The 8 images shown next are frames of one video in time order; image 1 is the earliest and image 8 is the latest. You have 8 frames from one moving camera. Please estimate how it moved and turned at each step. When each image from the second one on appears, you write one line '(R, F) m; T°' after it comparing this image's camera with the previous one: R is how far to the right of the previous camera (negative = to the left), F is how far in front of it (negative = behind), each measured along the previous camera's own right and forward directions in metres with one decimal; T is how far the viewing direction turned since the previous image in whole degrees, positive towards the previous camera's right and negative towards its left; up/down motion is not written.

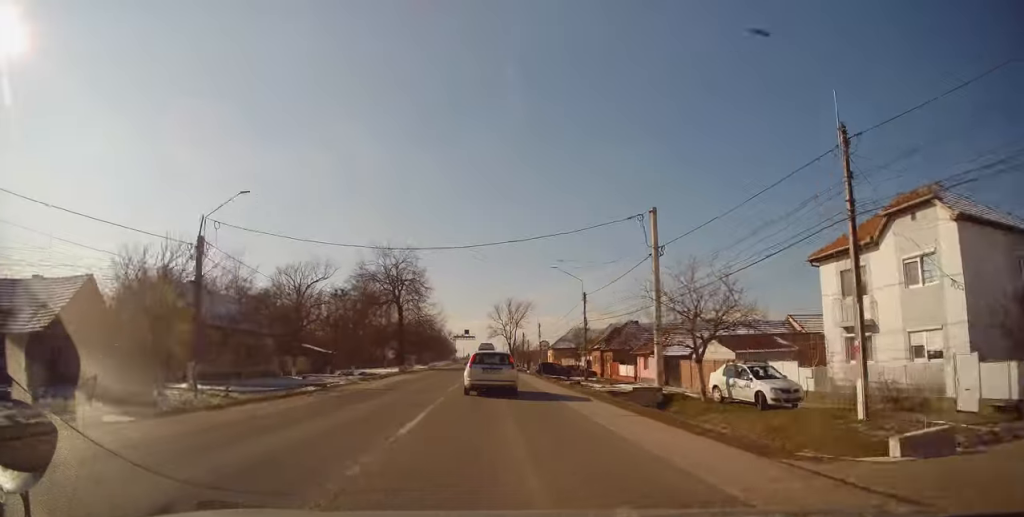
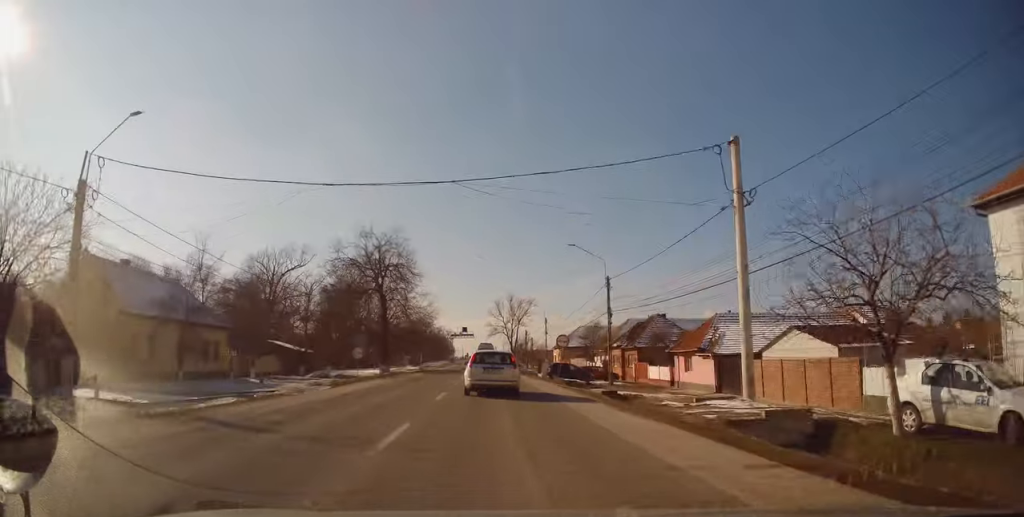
(-0.3, +10.3) m; 0°
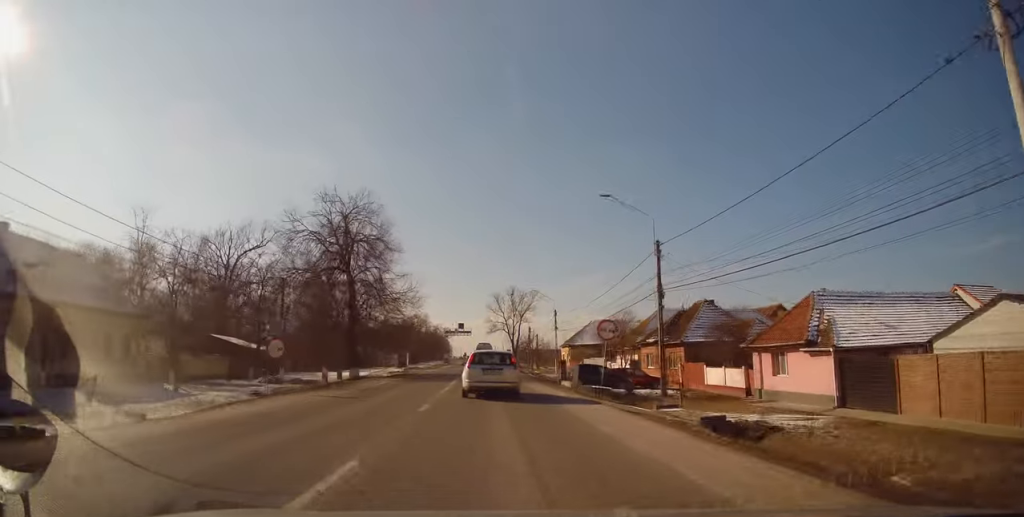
(+0.2, +12.6) m; 0°
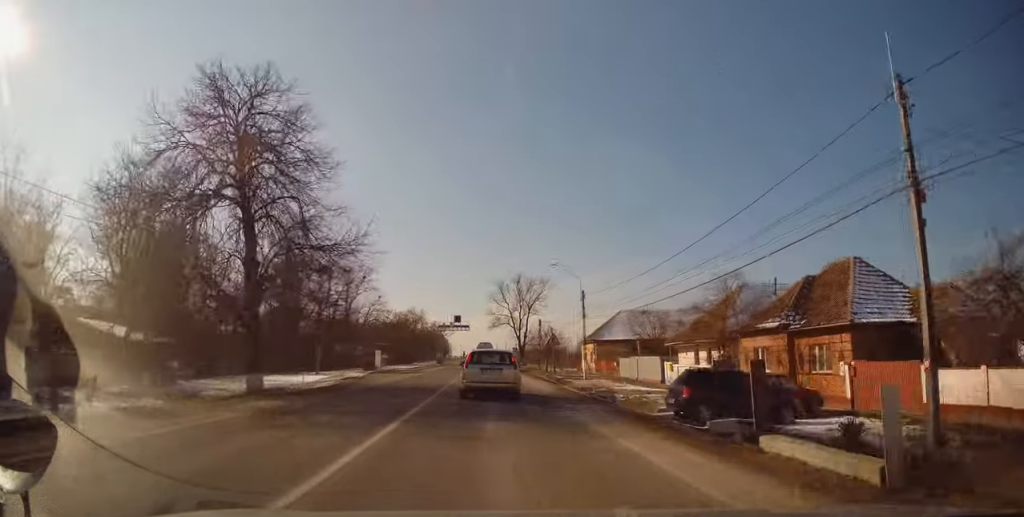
(-0.1, +19.0) m; -1°
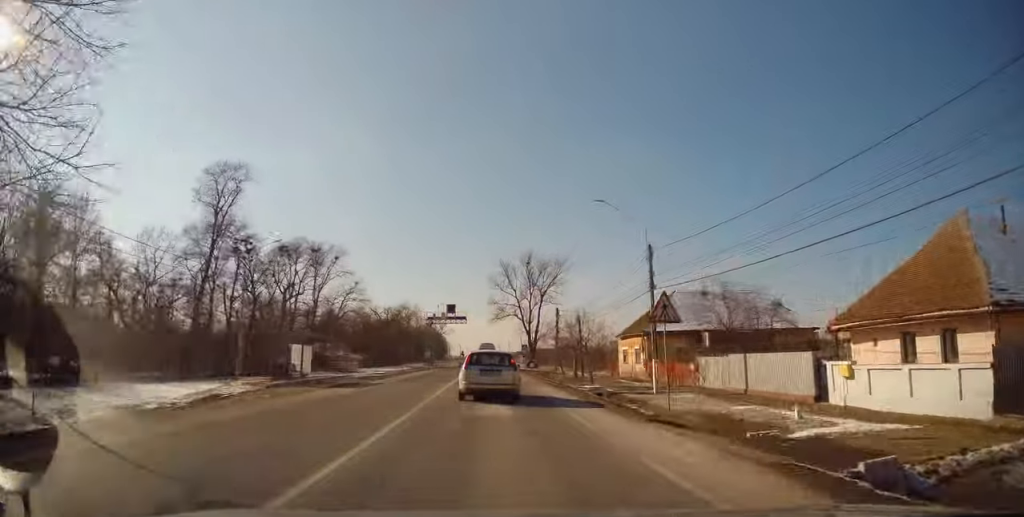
(-0.3, +20.7) m; +1°
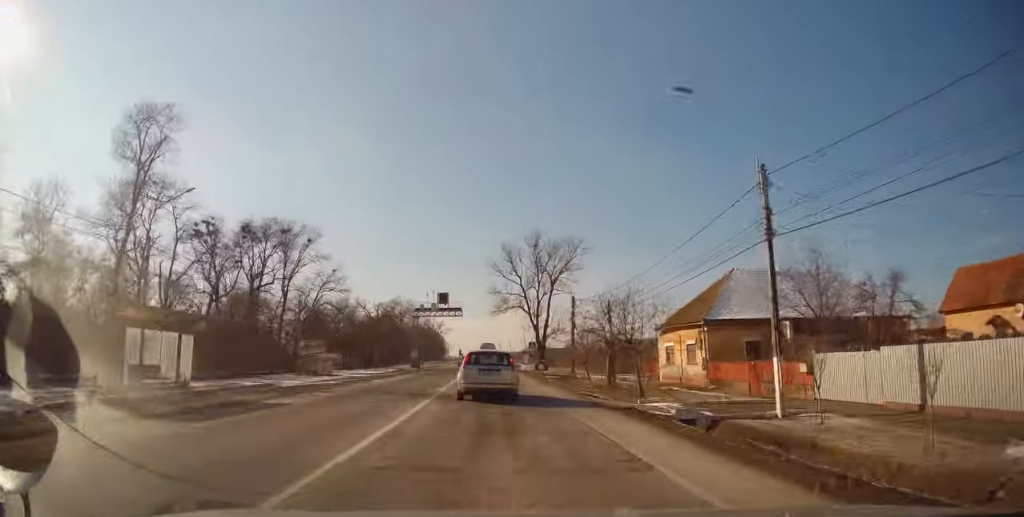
(+0.3, +13.1) m; +1°
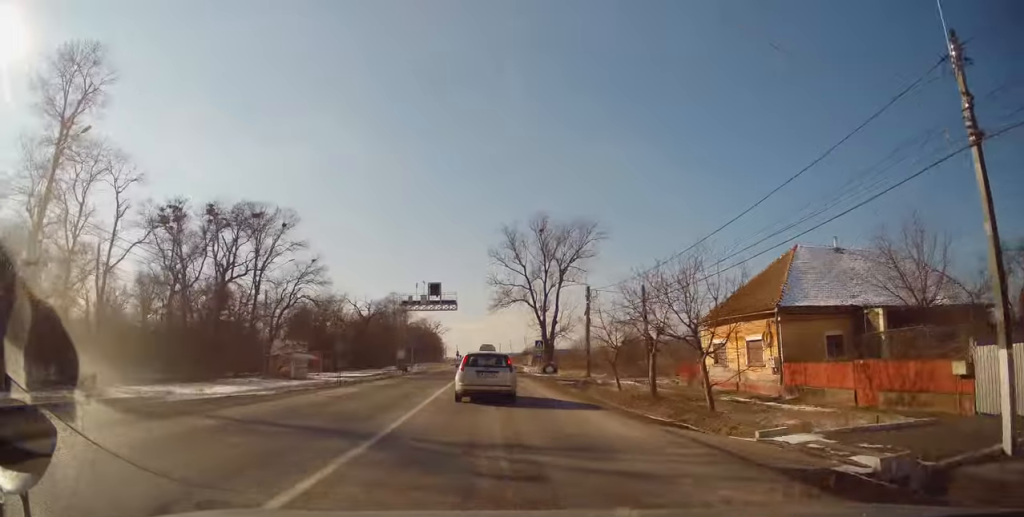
(+0.2, +9.0) m; 0°
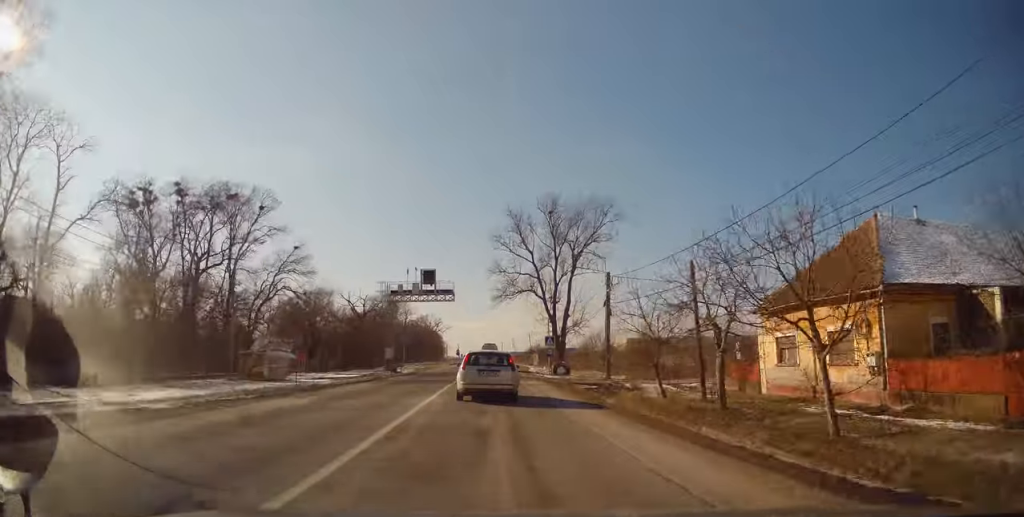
(-0.2, +7.3) m; -1°
